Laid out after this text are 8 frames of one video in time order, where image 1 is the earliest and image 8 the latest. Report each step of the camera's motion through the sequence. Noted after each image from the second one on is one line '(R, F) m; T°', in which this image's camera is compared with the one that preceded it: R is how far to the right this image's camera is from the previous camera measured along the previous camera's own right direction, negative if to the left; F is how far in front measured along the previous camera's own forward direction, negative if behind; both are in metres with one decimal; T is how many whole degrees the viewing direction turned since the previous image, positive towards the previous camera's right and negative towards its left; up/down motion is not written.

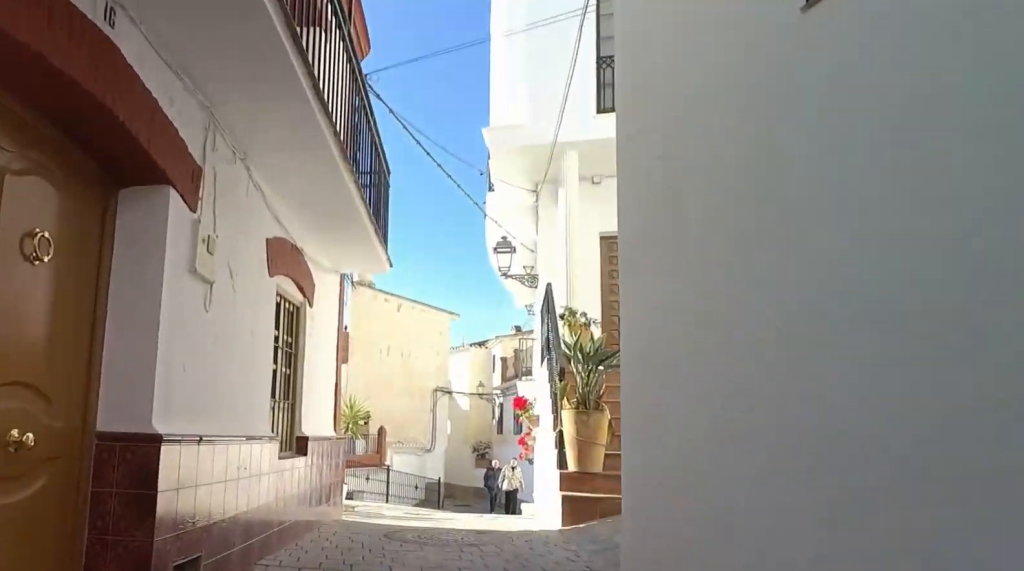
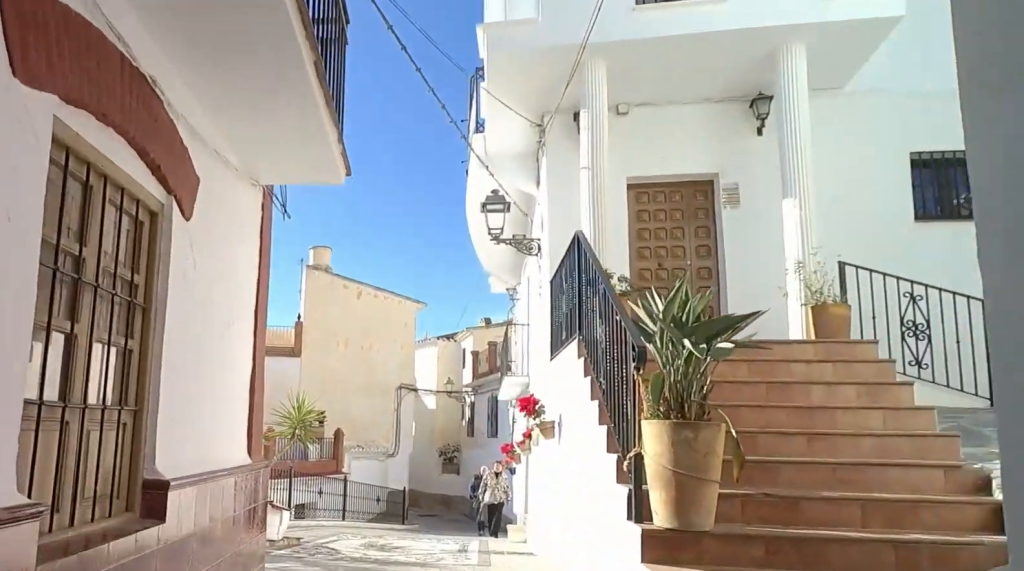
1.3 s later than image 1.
(-0.3, +4.4) m; -5°
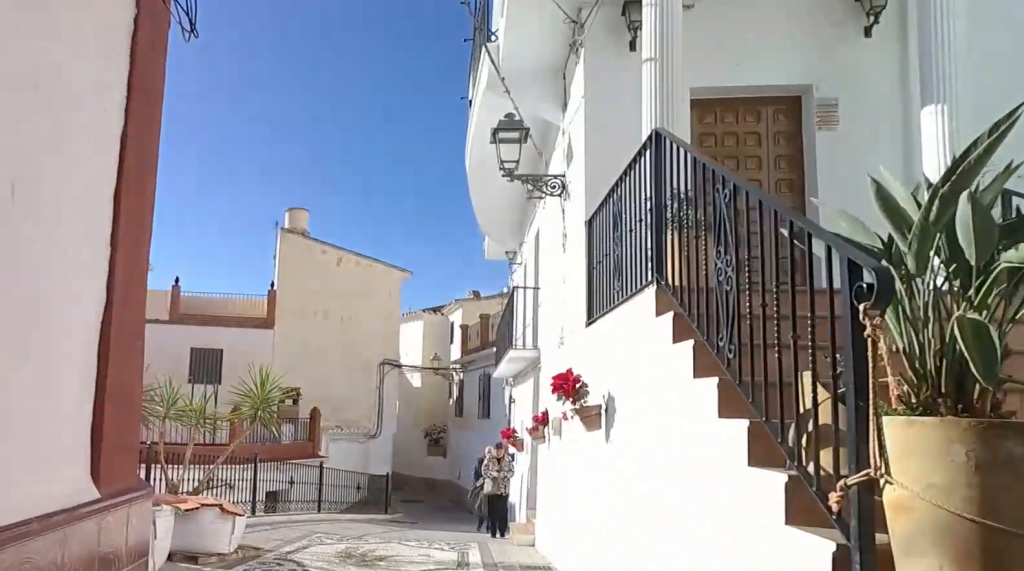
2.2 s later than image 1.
(+0.1, +2.8) m; -2°
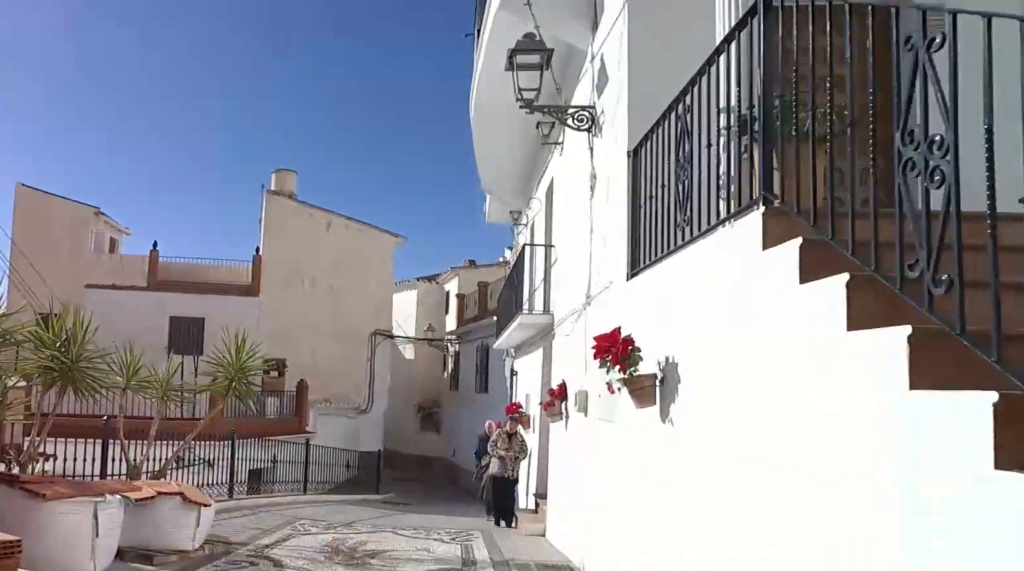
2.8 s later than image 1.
(-0.1, +1.5) m; -5°
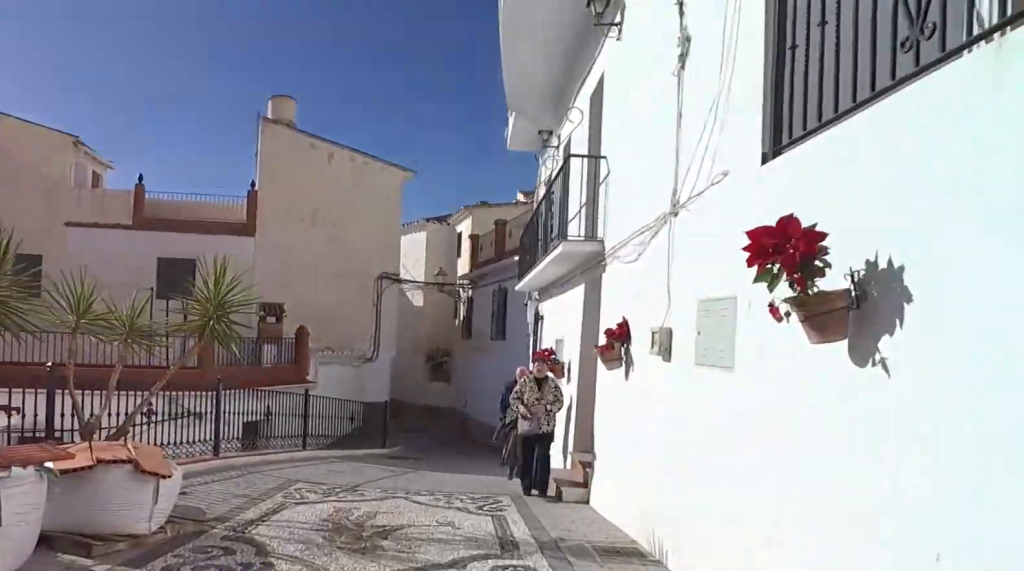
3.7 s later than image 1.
(-0.1, +1.9) m; -8°
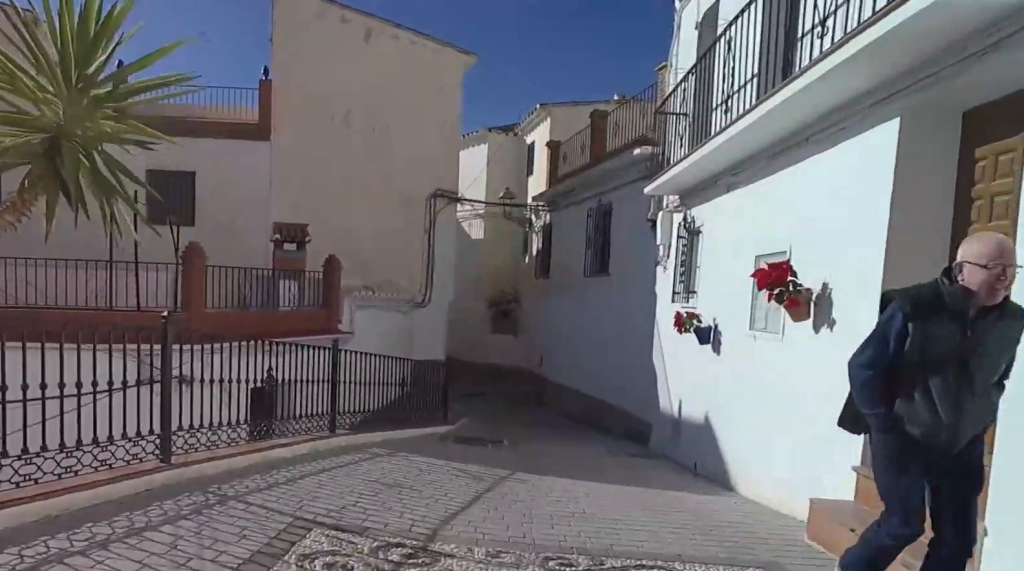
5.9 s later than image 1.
(-0.1, +4.5) m; +9°
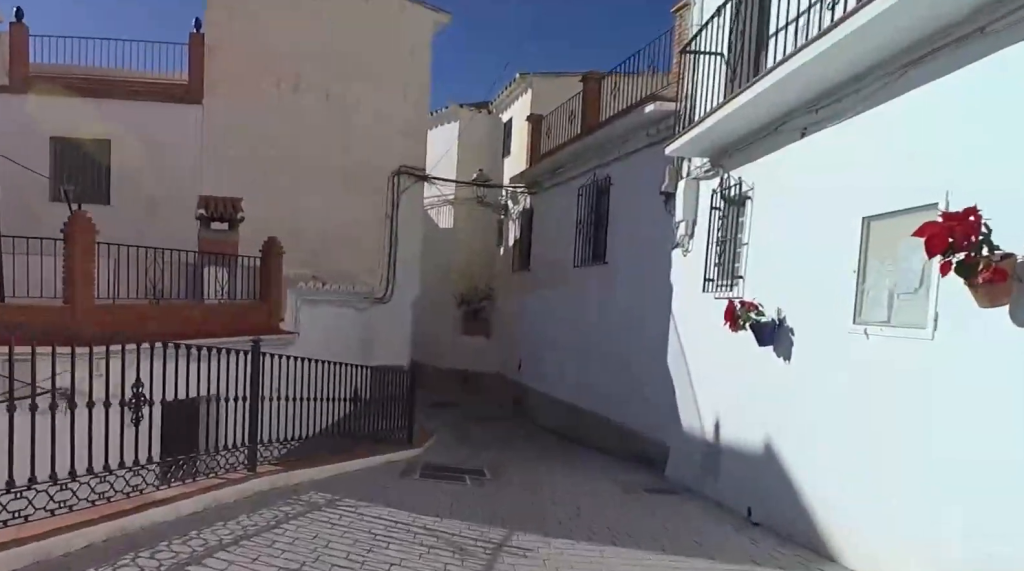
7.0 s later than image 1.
(+0.2, +2.3) m; +8°
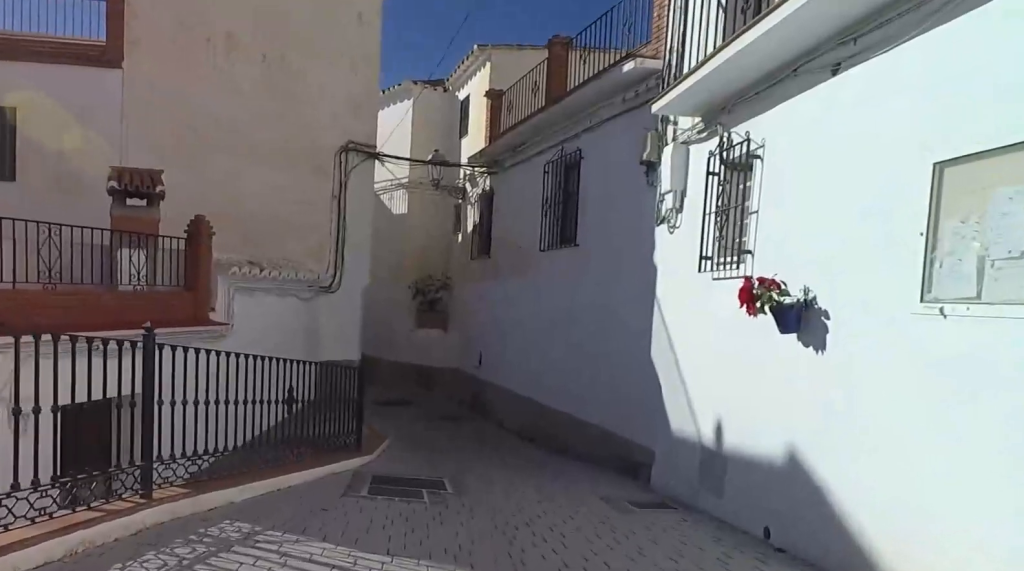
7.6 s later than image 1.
(0.0, +1.2) m; +4°
